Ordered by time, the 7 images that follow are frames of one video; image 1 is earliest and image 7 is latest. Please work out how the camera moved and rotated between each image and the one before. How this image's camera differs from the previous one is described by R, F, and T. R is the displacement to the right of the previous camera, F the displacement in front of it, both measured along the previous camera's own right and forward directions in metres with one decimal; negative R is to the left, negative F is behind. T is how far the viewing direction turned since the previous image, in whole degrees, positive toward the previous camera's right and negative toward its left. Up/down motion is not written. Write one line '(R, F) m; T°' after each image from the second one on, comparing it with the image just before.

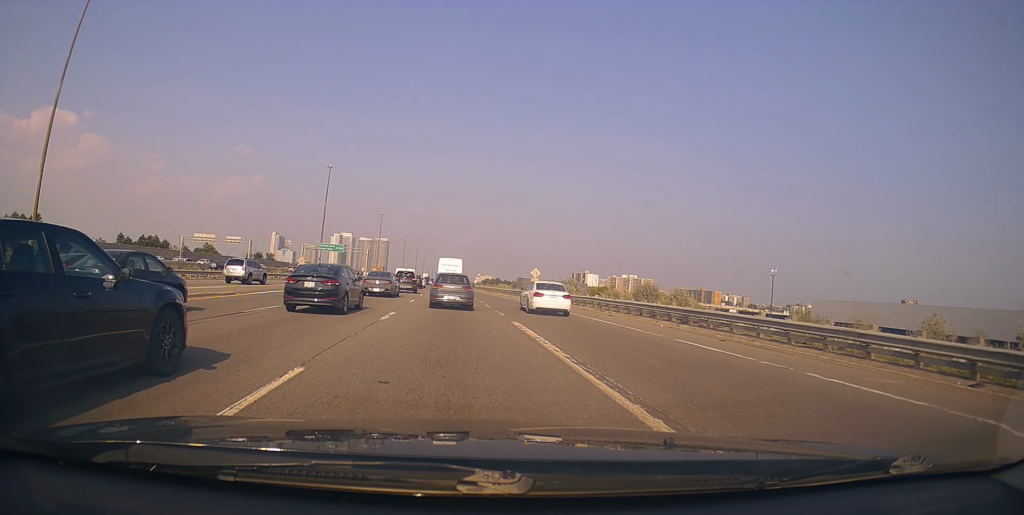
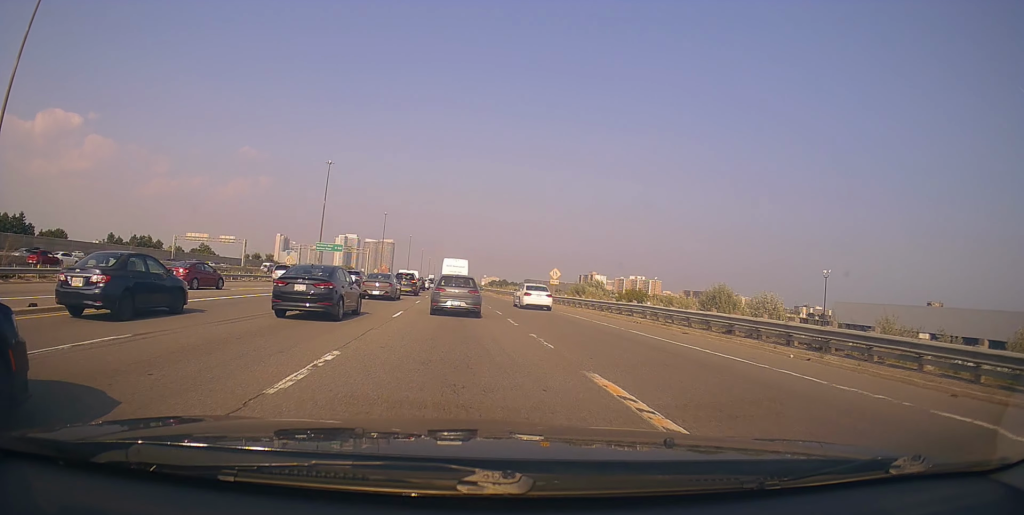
(+0.2, +10.2) m; 0°
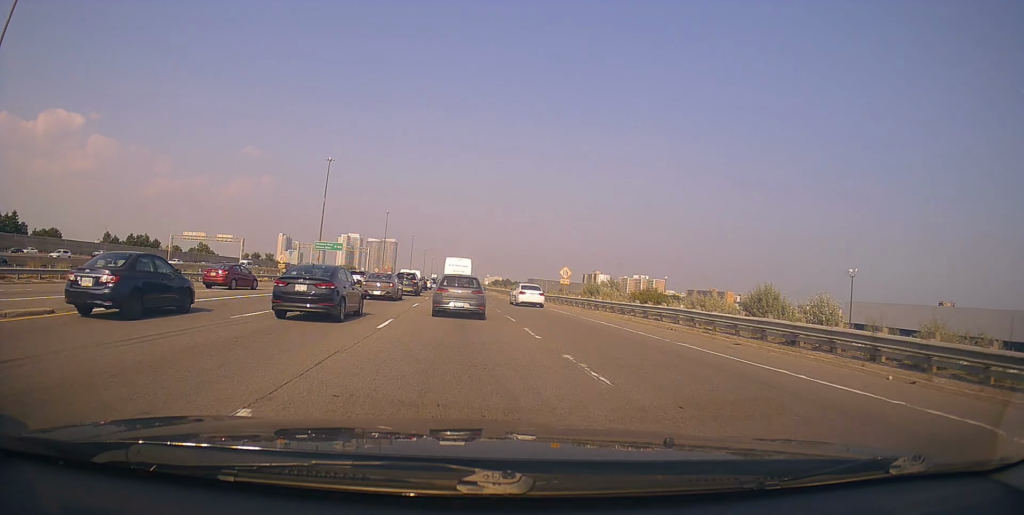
(-0.1, +4.1) m; -2°
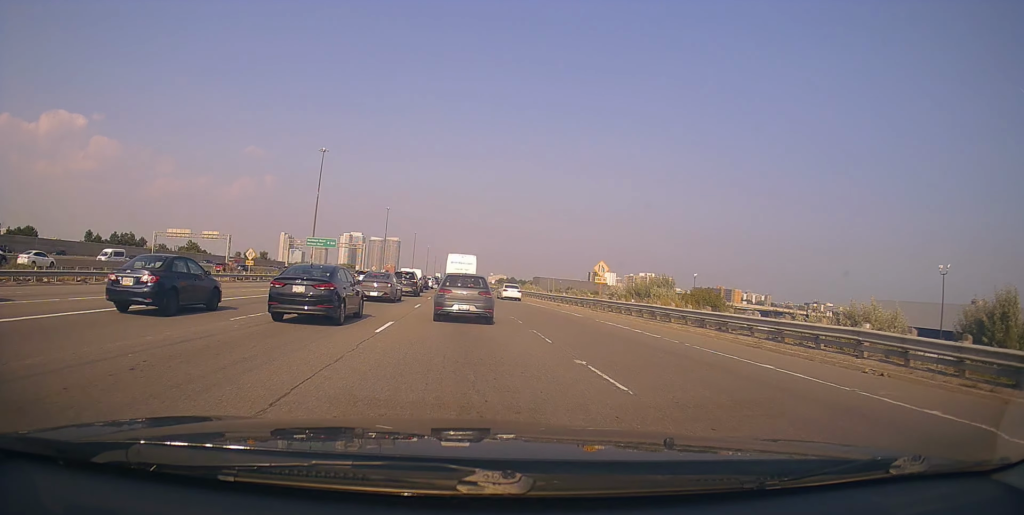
(-0.4, +12.7) m; 0°
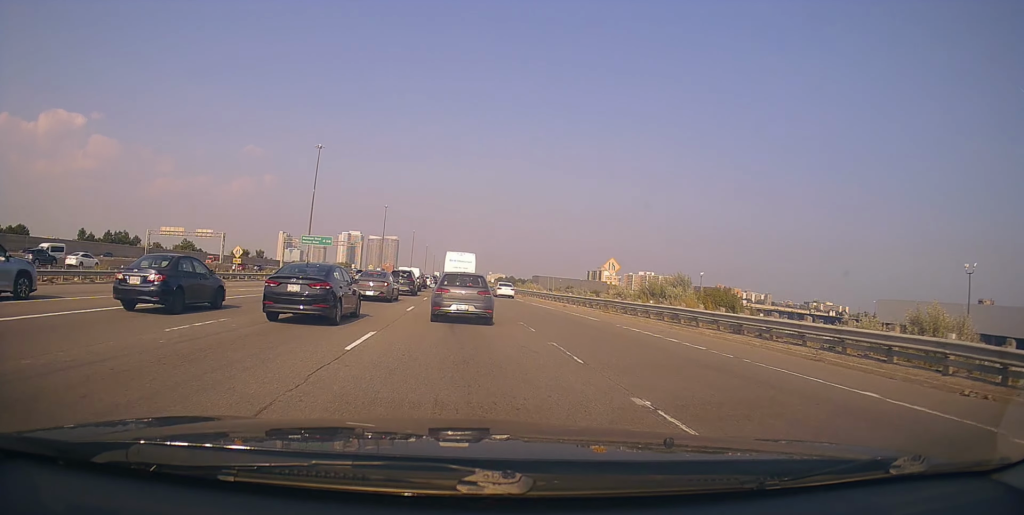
(+0.2, +3.3) m; +2°
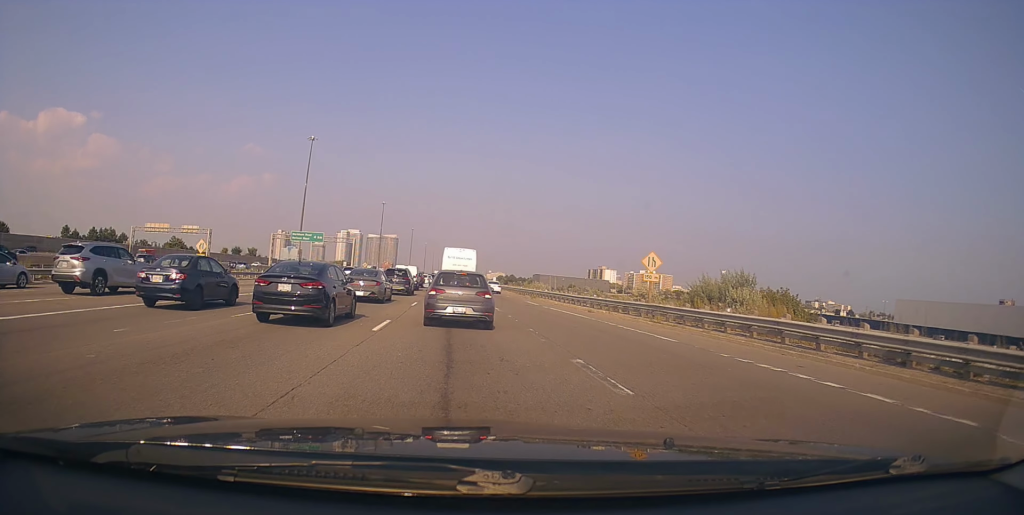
(+0.2, +8.8) m; 0°
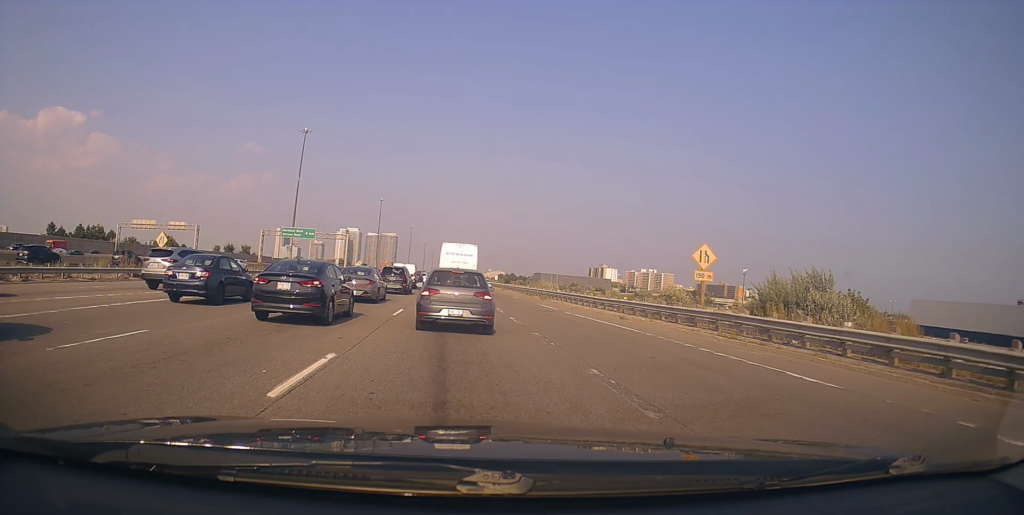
(-0.1, +7.9) m; 0°
